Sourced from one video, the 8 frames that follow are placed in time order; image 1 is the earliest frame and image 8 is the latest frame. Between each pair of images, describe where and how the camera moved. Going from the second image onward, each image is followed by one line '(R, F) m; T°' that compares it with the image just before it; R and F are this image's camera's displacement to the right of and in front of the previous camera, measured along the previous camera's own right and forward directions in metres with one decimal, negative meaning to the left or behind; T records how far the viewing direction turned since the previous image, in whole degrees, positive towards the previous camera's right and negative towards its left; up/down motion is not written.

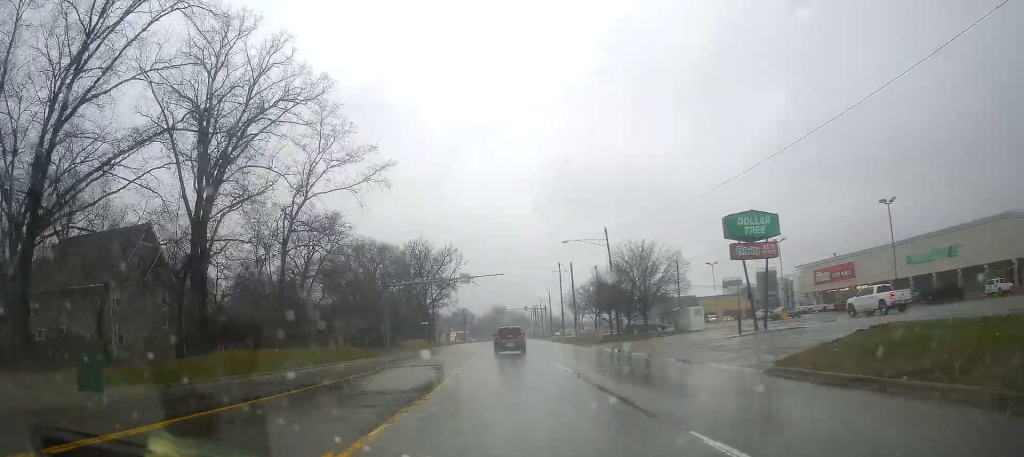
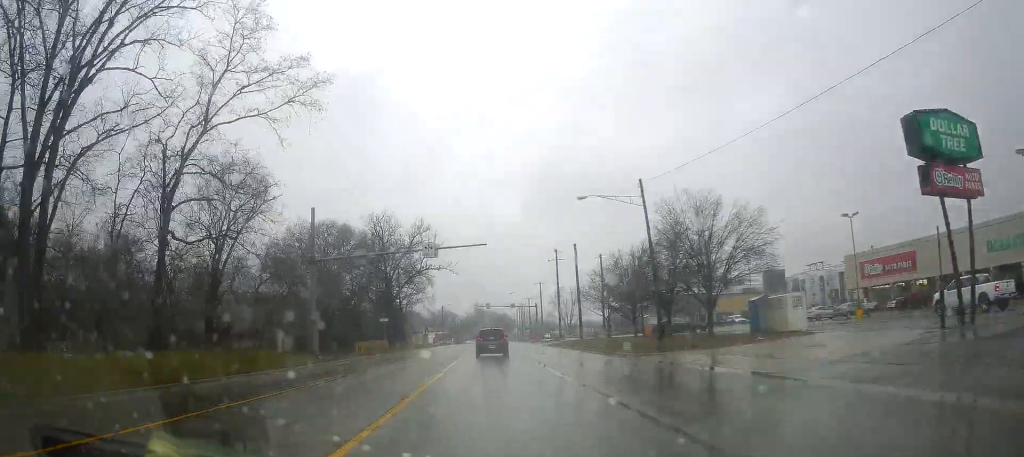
(+0.9, +18.3) m; +3°
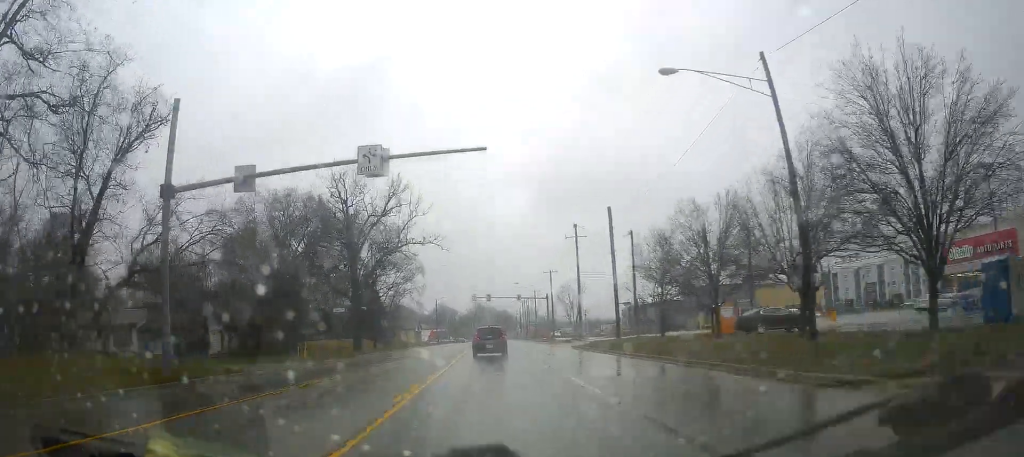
(-0.2, +18.2) m; 0°
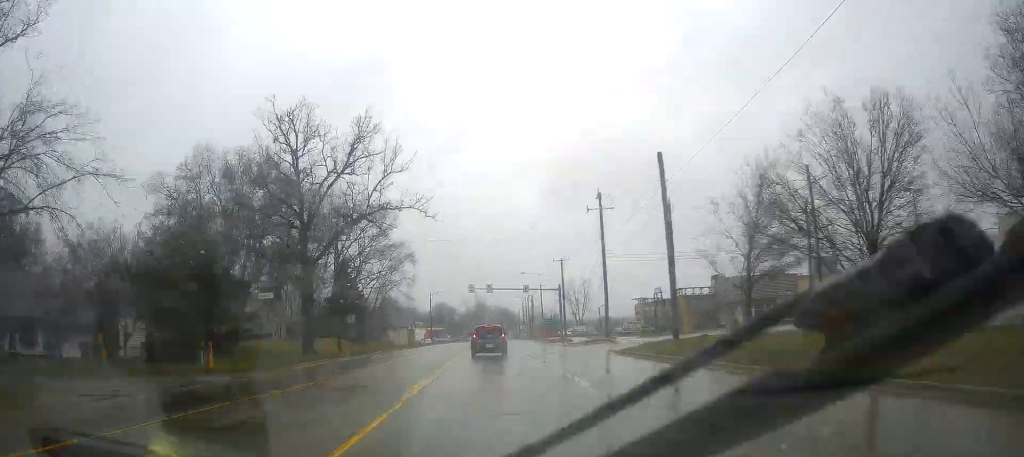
(+0.3, +14.4) m; +1°
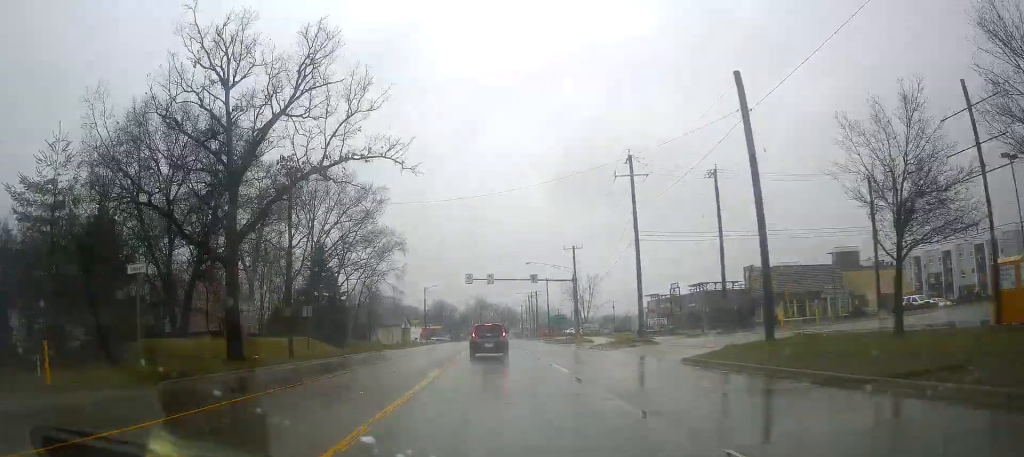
(+0.1, +11.4) m; +1°
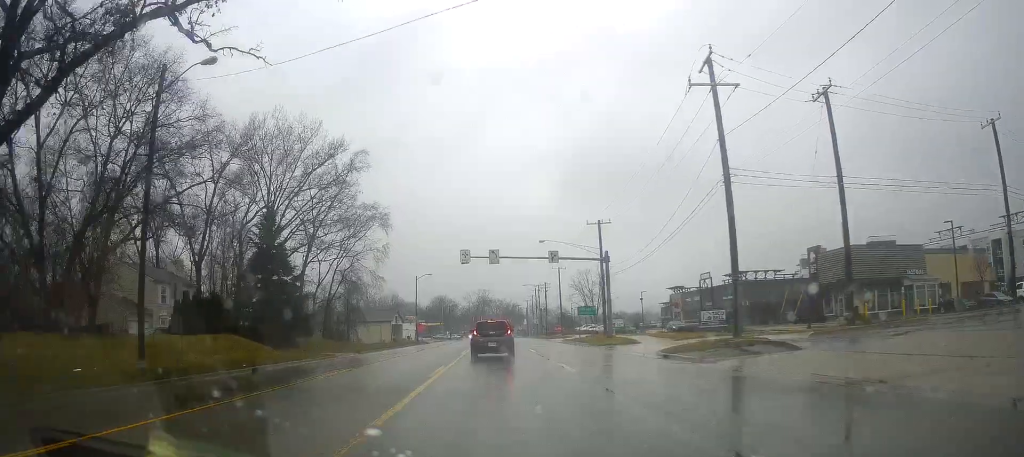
(0.0, +15.8) m; -1°
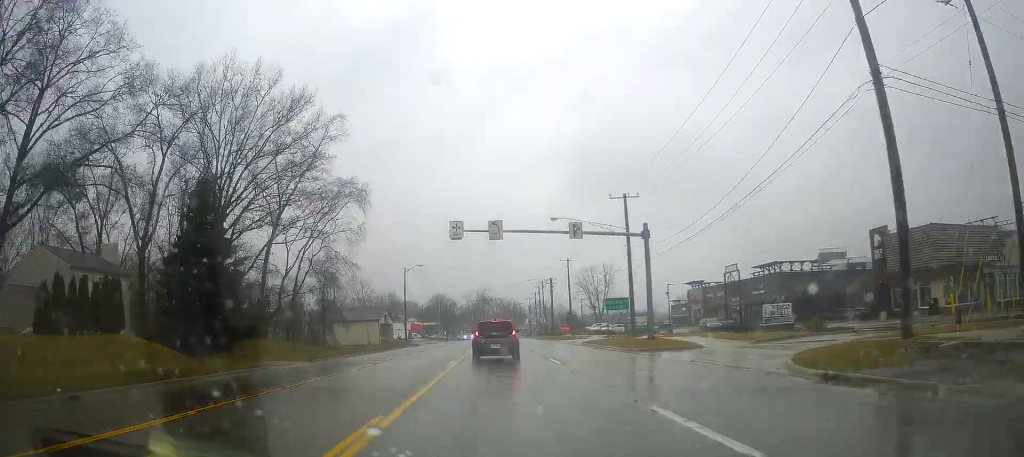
(0.0, +11.9) m; -1°
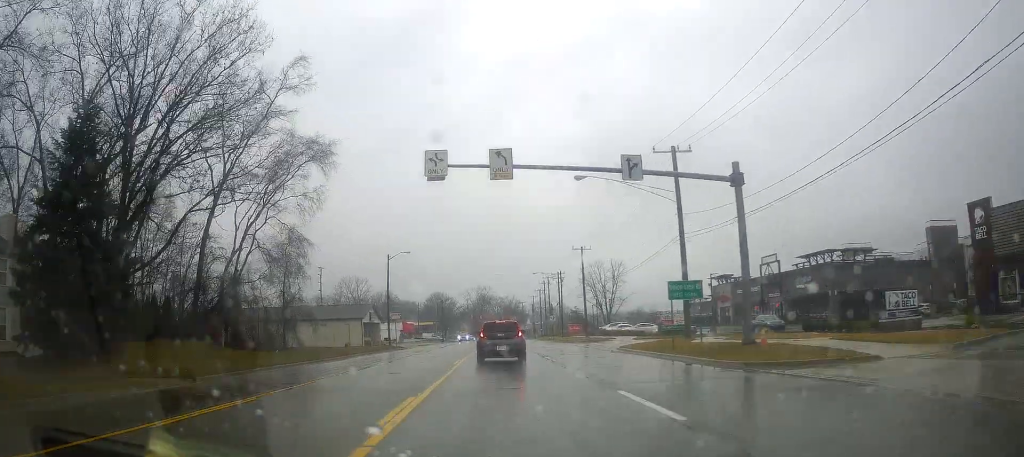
(-0.4, +13.2) m; 0°
